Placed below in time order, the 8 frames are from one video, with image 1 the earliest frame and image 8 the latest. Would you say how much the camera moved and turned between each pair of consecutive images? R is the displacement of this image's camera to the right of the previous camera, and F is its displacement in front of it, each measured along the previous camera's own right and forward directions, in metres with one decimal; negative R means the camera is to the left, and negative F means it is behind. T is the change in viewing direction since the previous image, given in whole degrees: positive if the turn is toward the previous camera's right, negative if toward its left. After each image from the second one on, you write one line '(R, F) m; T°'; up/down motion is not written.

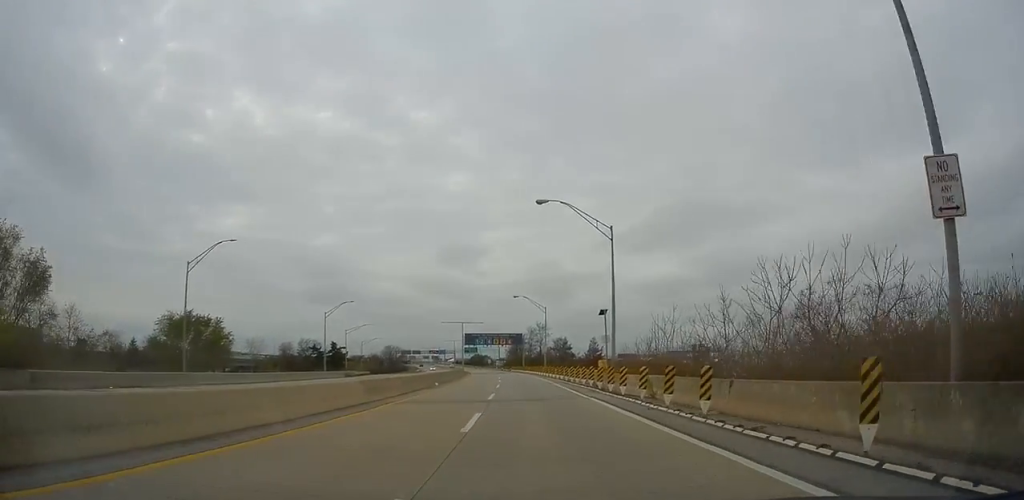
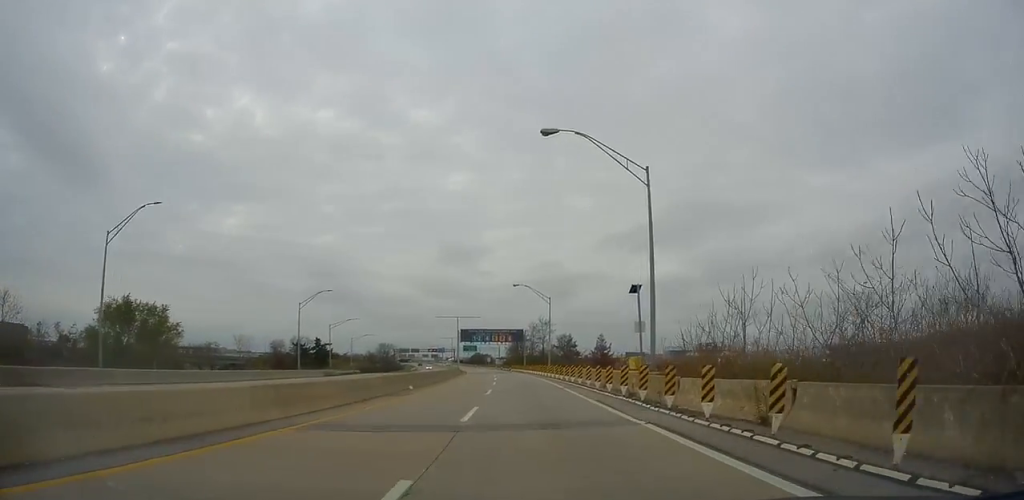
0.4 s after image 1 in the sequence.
(-0.1, +10.2) m; 0°
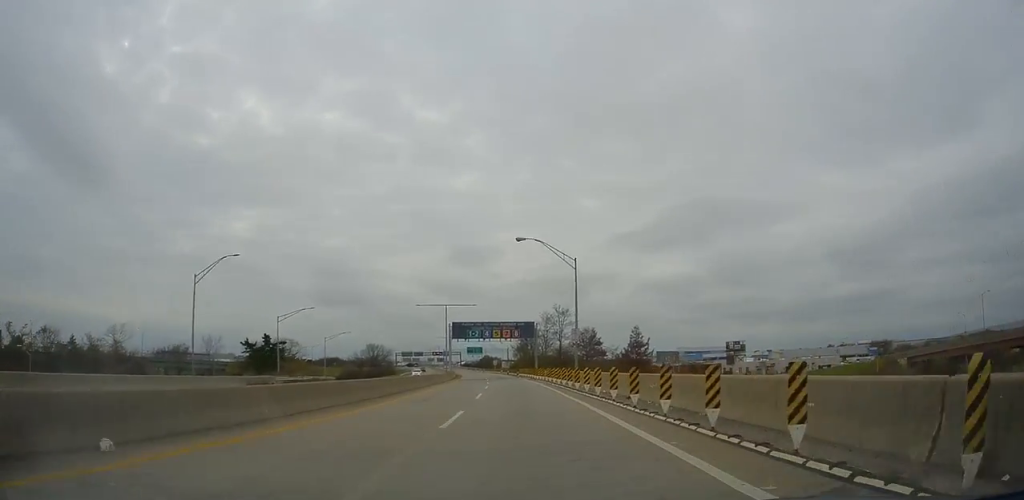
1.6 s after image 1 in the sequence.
(-0.2, +26.2) m; -1°
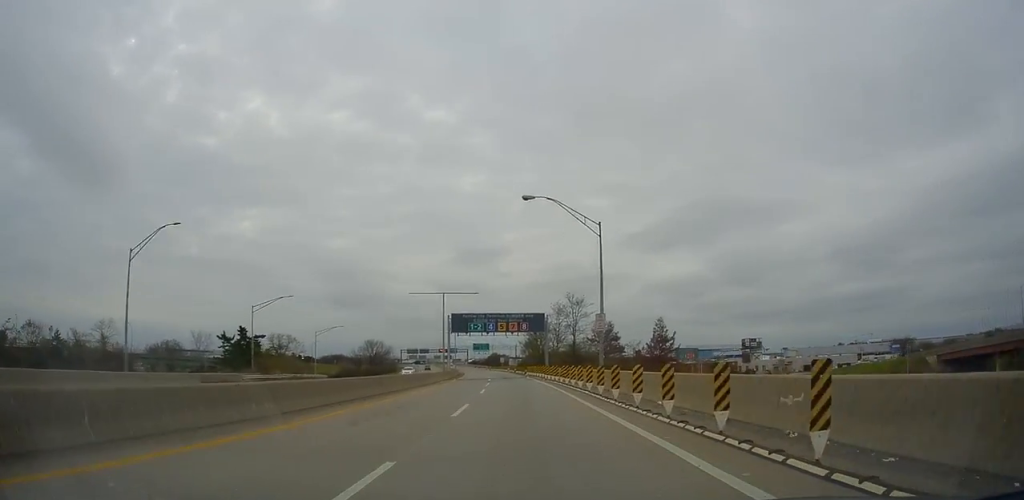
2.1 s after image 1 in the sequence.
(0.0, +10.0) m; 0°
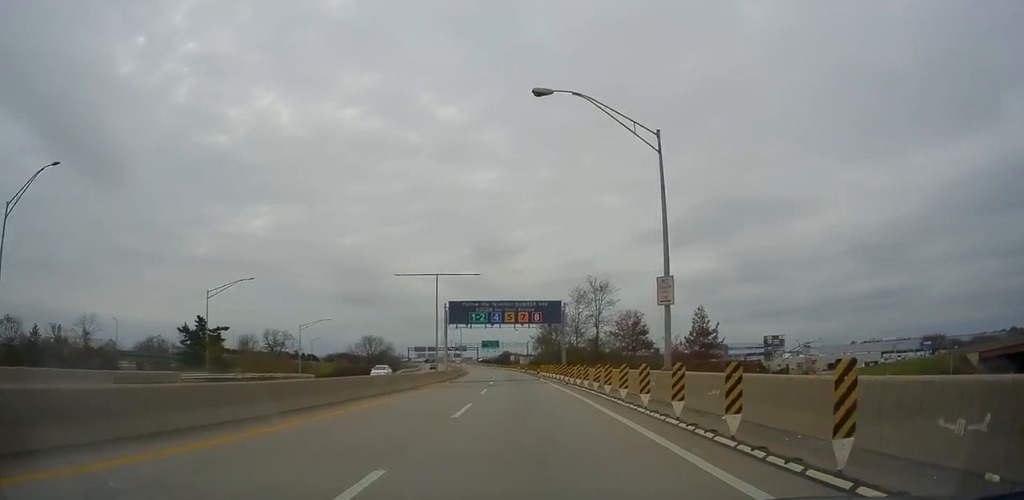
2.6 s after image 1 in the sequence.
(-0.2, +12.9) m; -1°
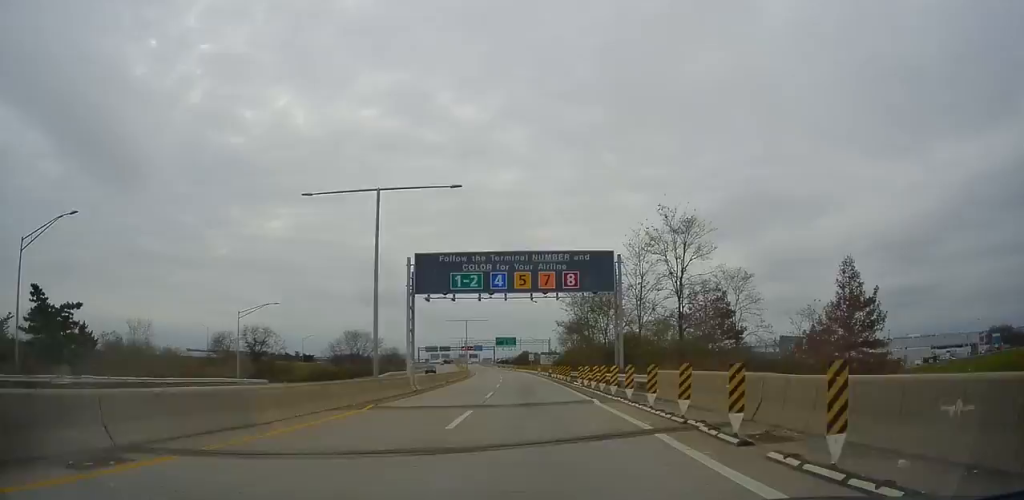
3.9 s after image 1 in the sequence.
(-0.1, +27.3) m; -2°
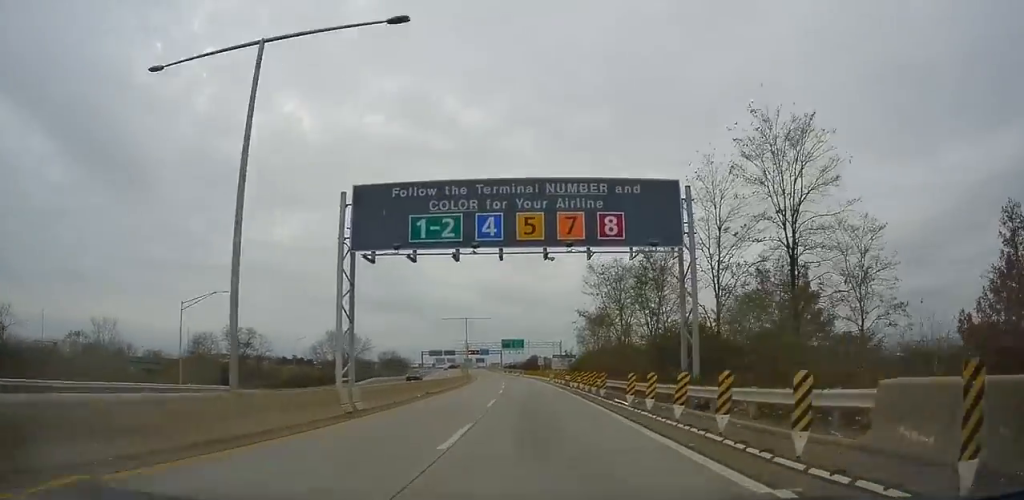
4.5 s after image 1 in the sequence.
(-0.3, +14.5) m; -1°
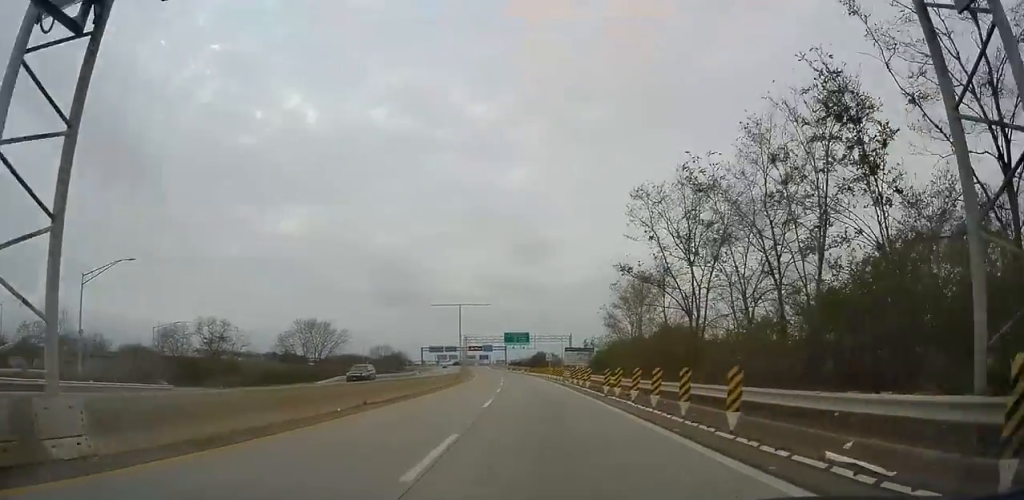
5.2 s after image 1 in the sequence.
(-0.1, +16.0) m; -1°
